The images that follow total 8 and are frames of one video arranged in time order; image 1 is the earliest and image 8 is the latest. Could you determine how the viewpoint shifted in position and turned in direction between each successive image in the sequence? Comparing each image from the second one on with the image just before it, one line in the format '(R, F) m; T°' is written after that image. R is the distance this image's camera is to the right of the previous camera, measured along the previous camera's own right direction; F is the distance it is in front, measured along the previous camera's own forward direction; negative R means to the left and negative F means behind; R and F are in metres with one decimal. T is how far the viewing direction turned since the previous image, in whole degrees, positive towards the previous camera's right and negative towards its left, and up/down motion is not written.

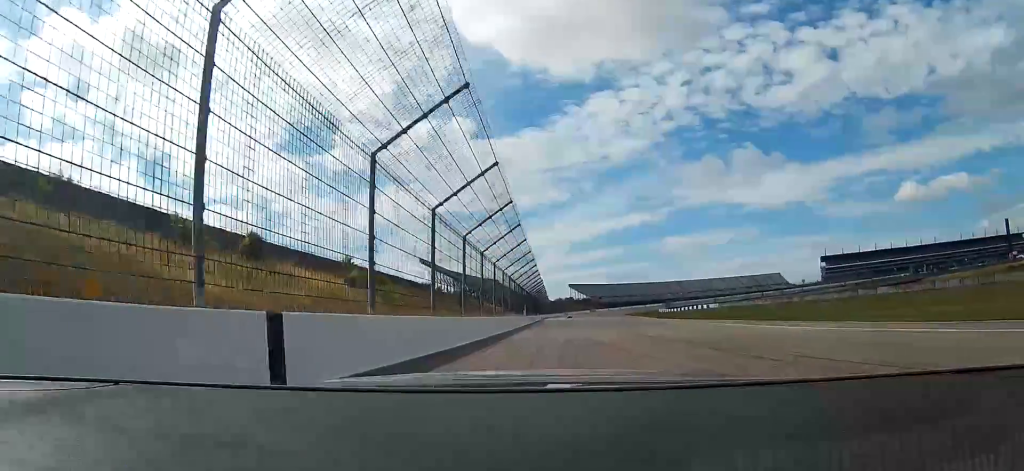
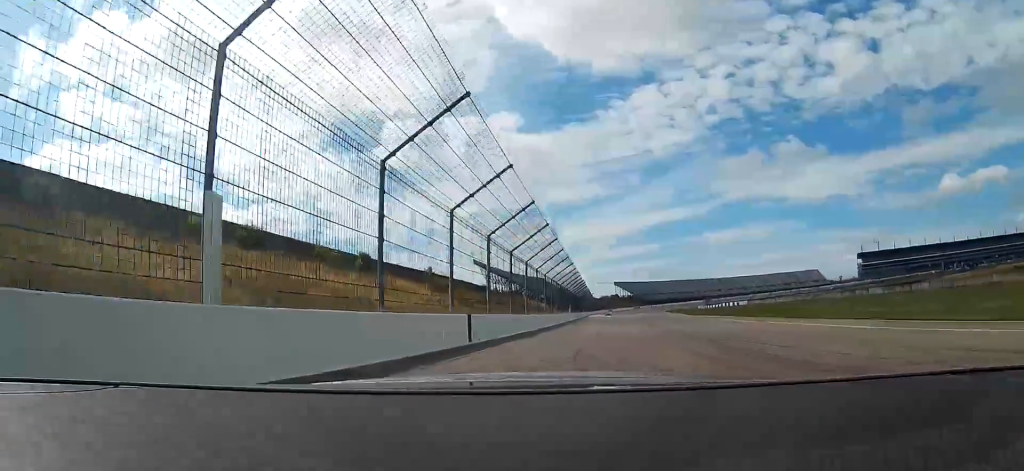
(-0.7, +16.7) m; -8°
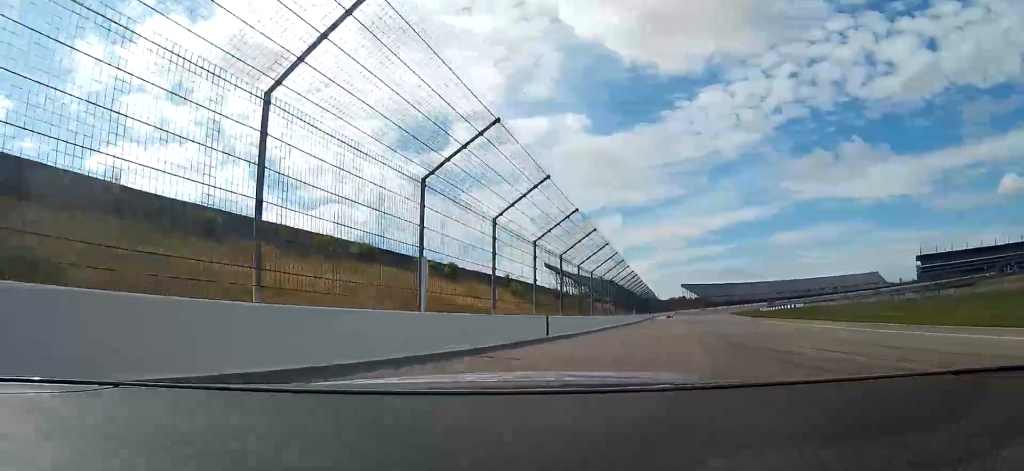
(+0.4, +9.8) m; -7°
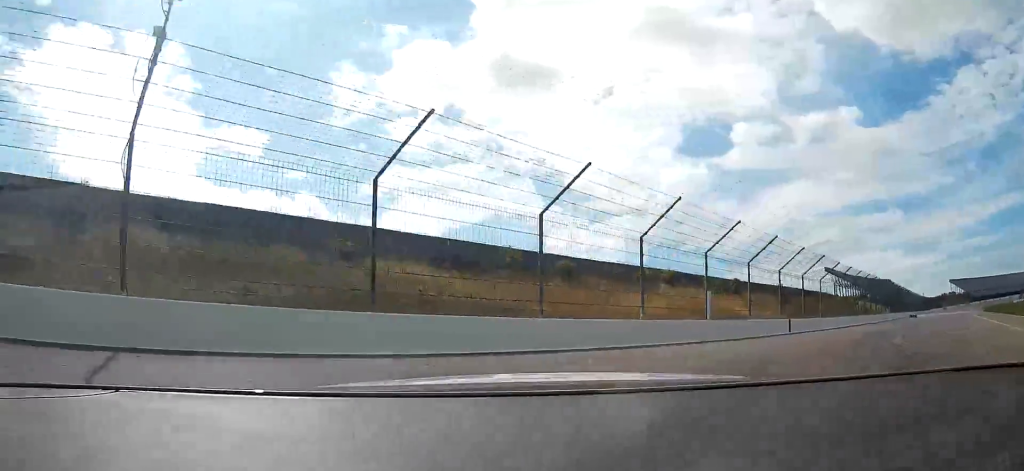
(-4.1, +19.4) m; -24°
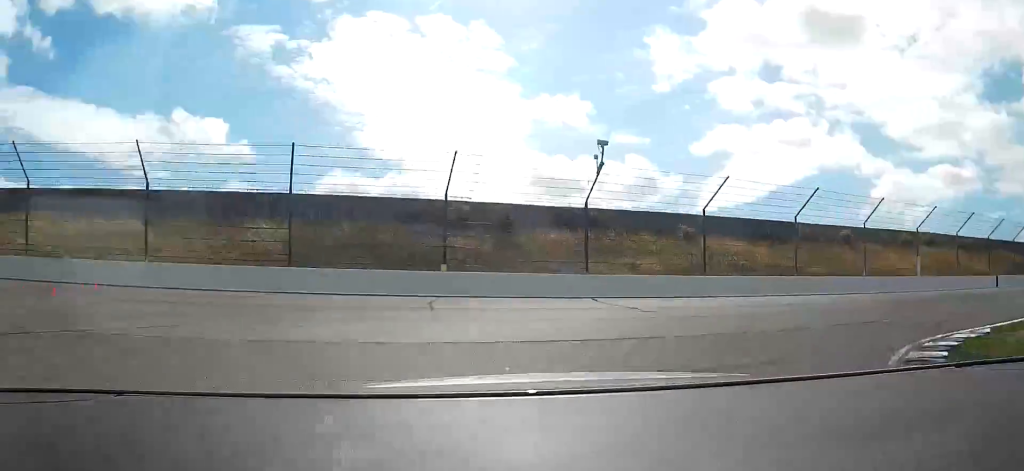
(-4.8, +19.2) m; -27°
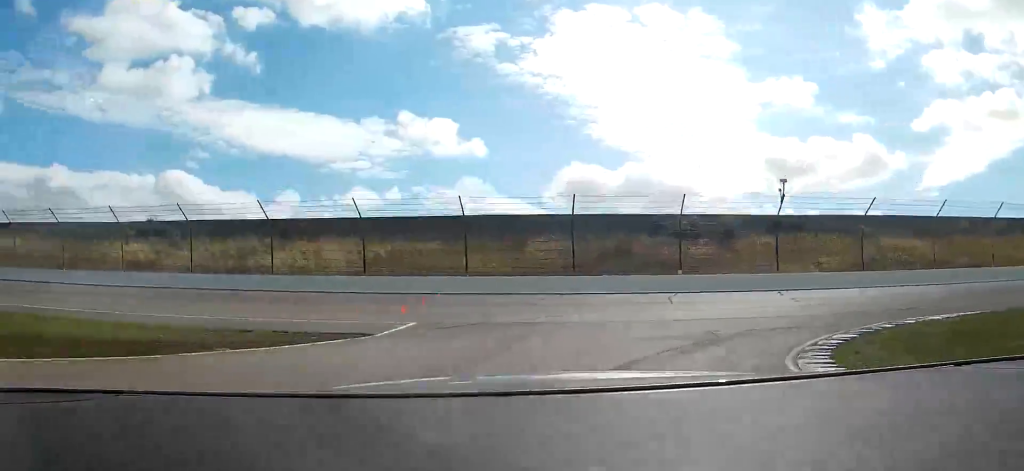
(-2.0, +14.1) m; -22°
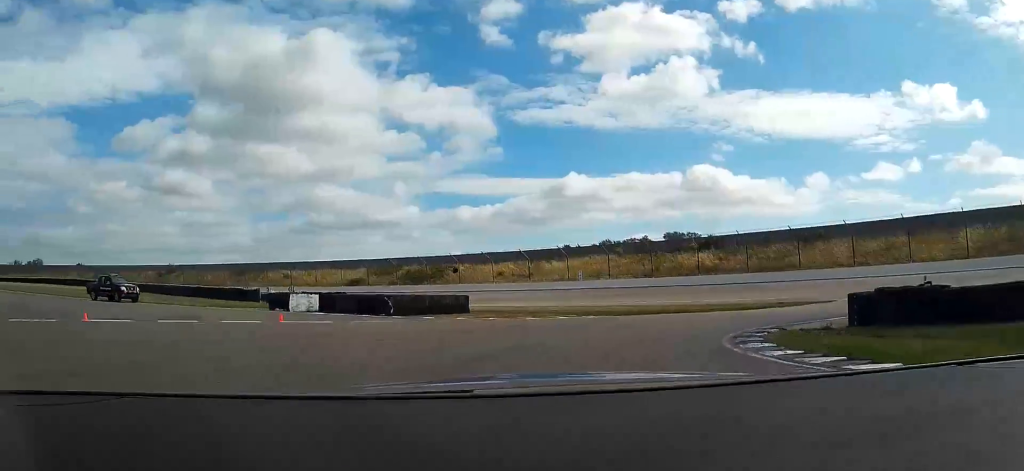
(-14.0, +25.5) m; -50°
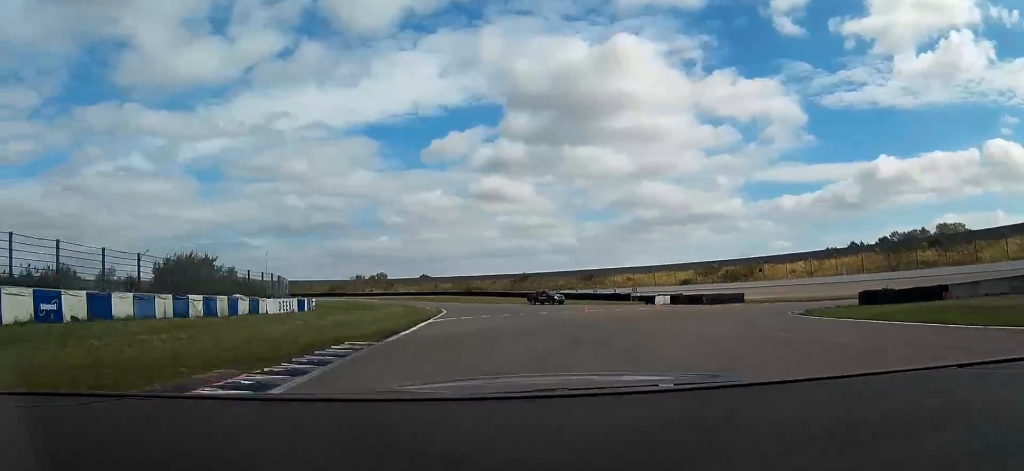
(-10.1, +34.6) m; -28°
